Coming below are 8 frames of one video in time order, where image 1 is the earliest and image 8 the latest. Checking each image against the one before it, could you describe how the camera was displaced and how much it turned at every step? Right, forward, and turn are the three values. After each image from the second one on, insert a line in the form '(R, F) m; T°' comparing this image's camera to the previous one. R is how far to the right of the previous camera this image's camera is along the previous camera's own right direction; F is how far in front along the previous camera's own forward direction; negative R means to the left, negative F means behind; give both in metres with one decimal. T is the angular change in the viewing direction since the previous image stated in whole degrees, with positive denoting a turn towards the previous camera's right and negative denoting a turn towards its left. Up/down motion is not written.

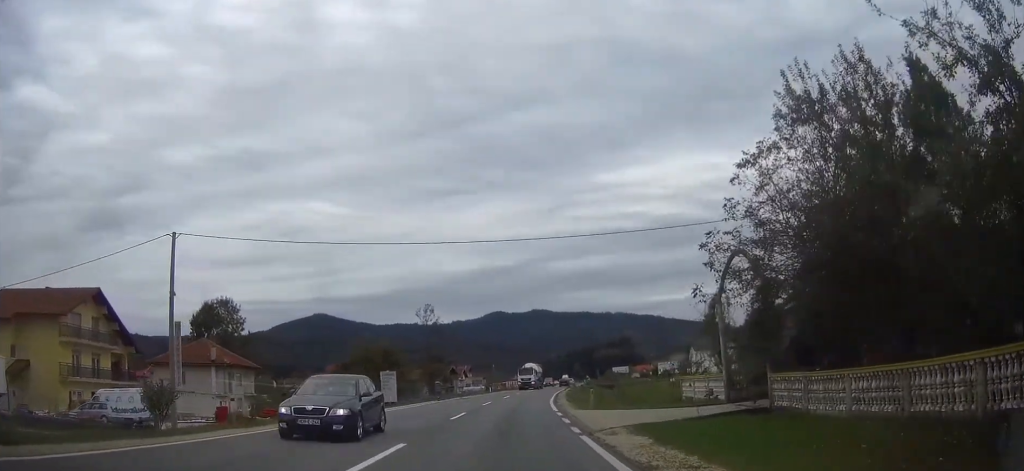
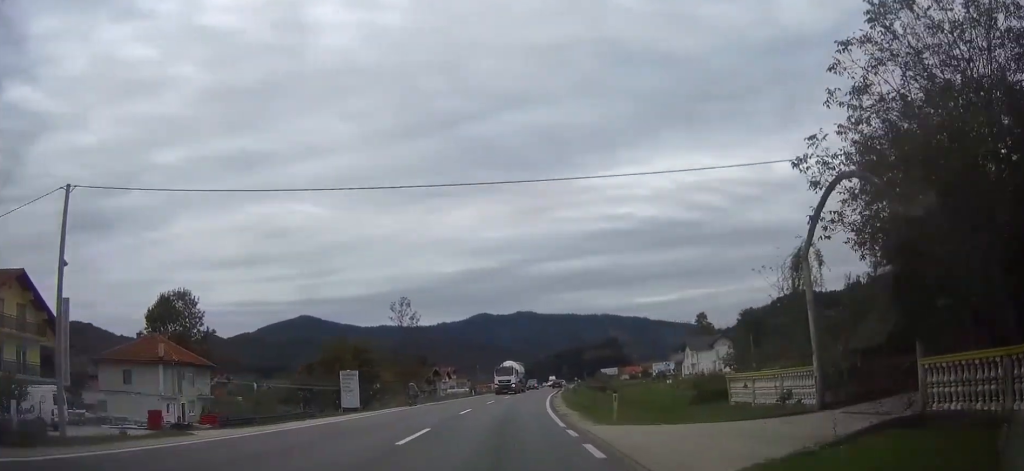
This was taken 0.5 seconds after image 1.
(0.0, +9.1) m; +1°
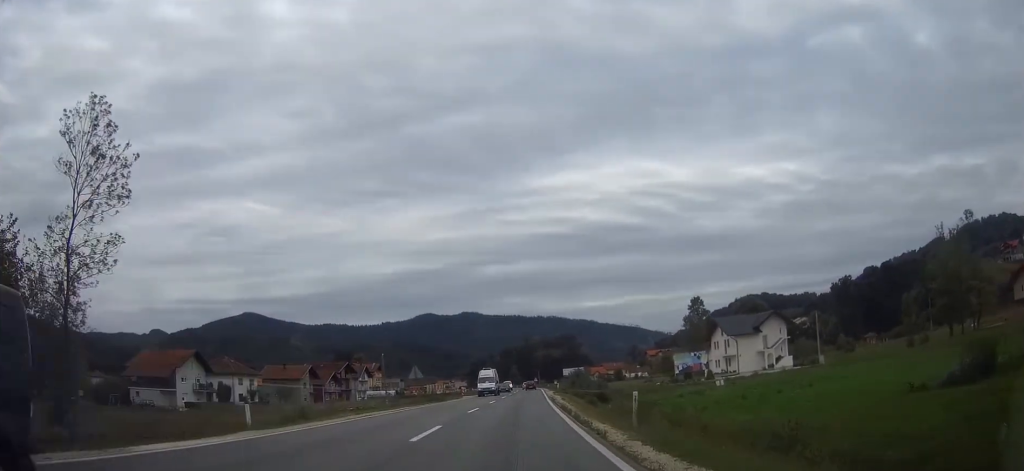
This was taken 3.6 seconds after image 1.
(+3.2, +58.2) m; +6°
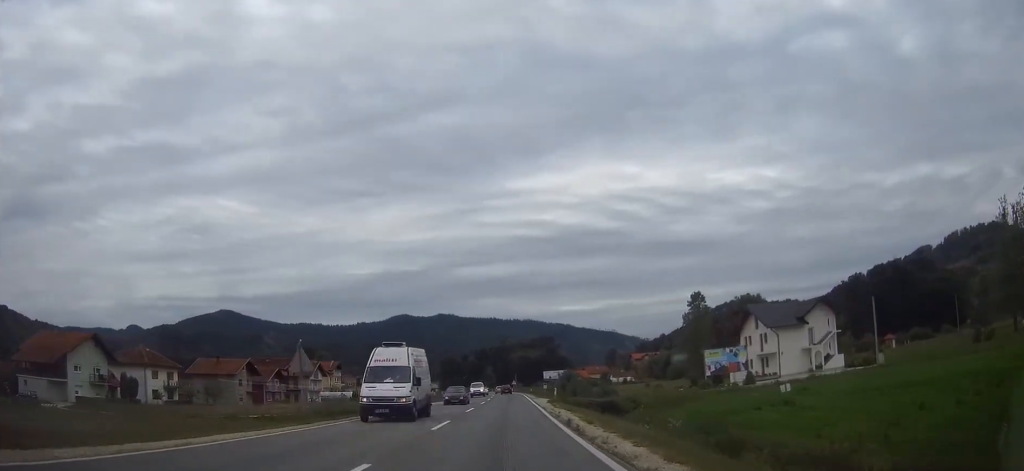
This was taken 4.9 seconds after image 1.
(+0.5, +24.1) m; +2°
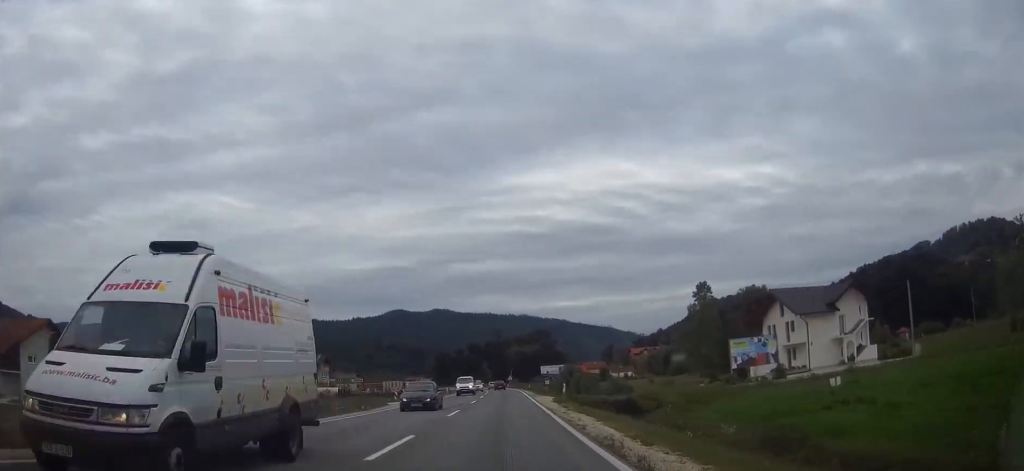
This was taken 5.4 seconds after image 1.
(0.0, +9.3) m; 0°
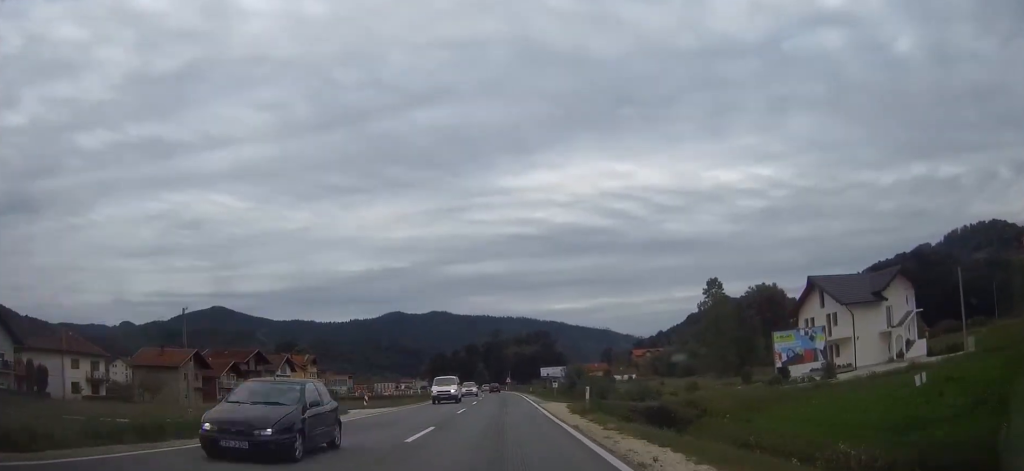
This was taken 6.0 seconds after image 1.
(+0.1, +10.6) m; 0°
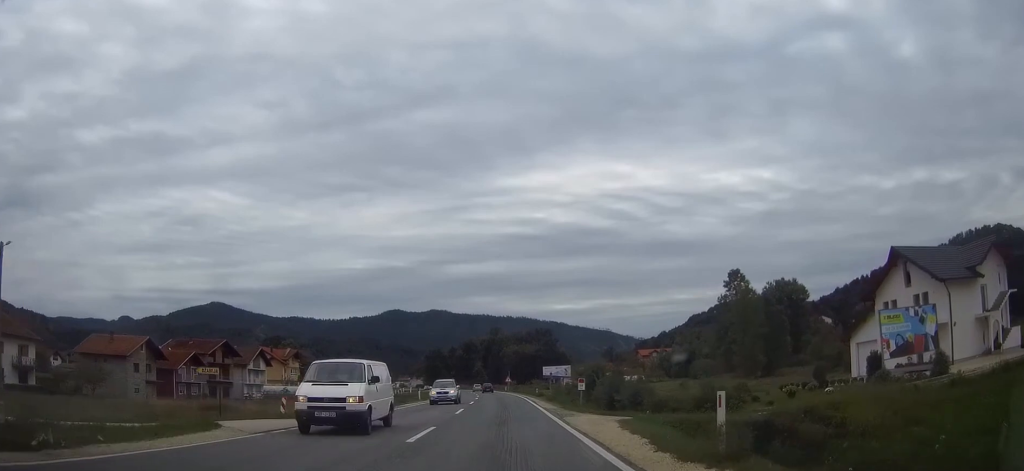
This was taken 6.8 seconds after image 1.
(+0.1, +15.6) m; 0°
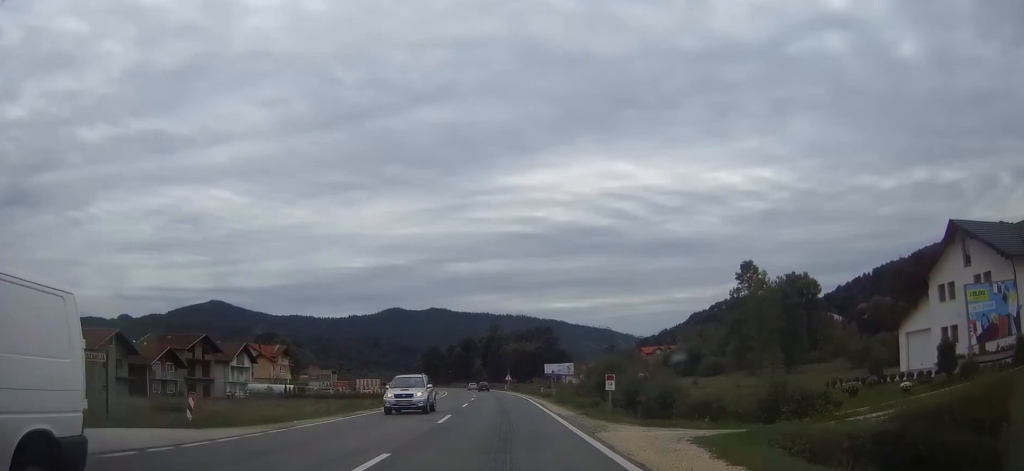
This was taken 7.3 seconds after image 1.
(0.0, +8.1) m; 0°
